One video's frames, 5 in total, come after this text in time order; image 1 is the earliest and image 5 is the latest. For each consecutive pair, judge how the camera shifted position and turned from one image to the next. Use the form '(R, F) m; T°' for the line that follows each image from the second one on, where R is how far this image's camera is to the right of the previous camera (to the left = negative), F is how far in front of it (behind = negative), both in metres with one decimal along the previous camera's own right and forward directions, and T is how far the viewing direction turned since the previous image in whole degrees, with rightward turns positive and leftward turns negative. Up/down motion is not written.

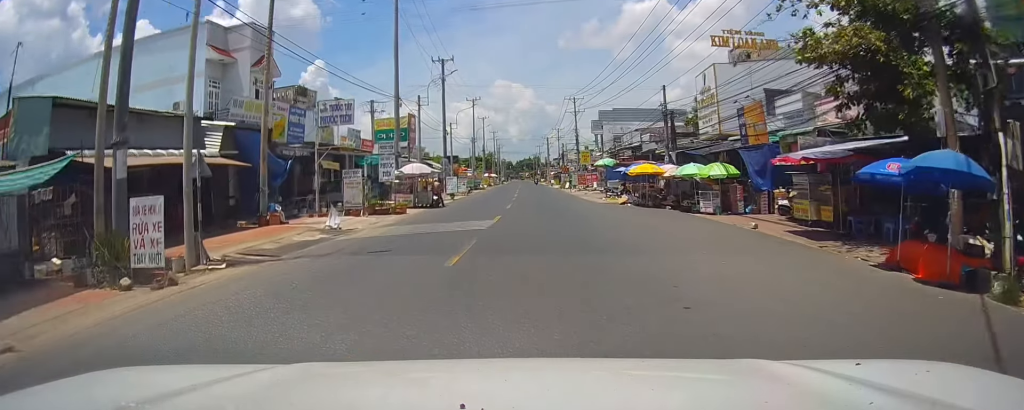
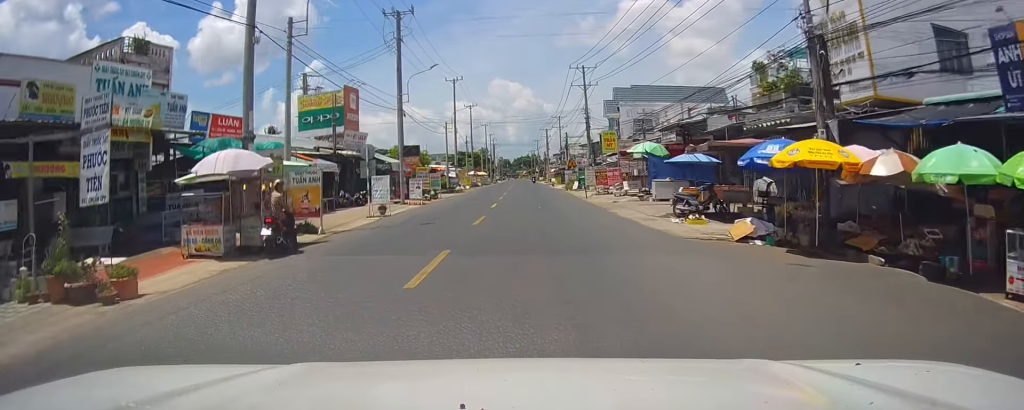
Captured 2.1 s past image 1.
(-0.4, +21.6) m; 0°
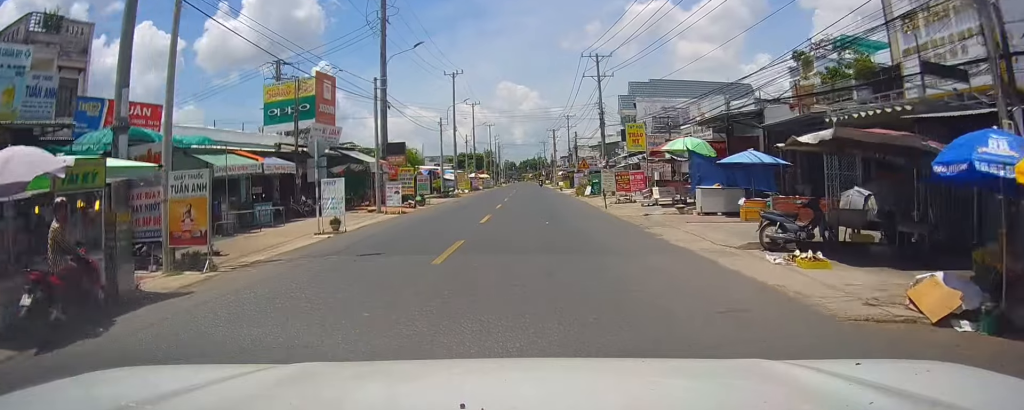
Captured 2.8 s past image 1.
(+0.2, +7.0) m; 0°
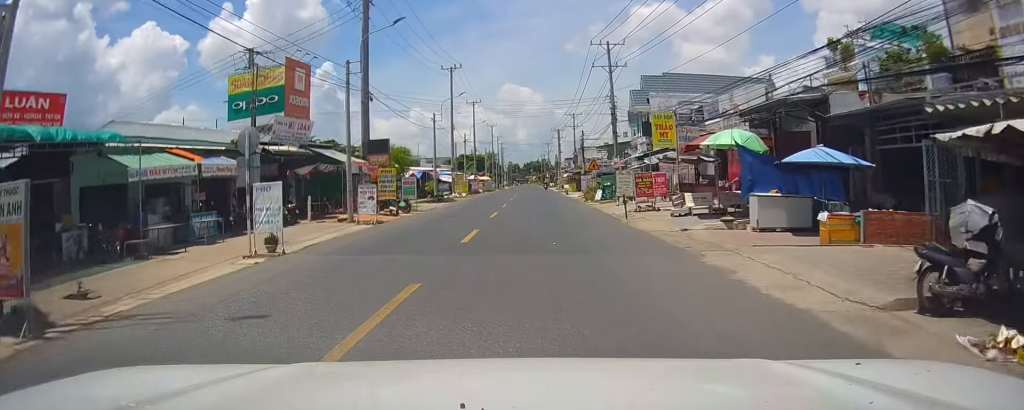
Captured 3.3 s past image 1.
(-0.1, +5.5) m; -1°
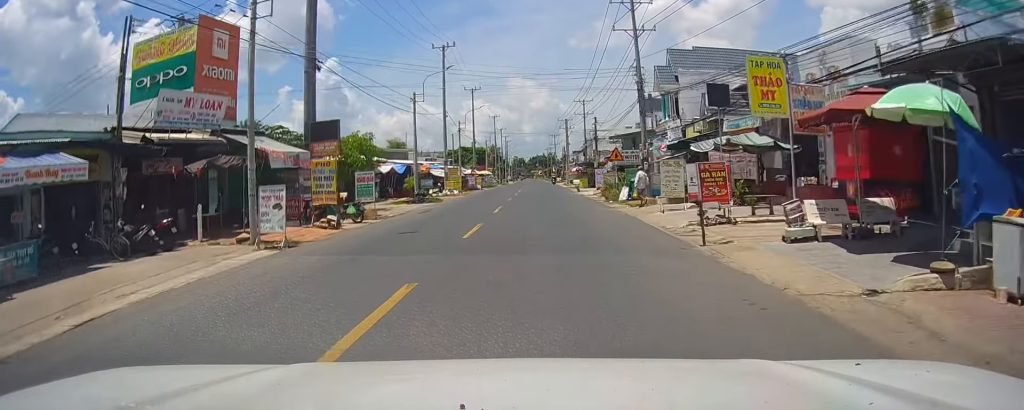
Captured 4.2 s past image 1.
(-0.1, +10.4) m; -1°
